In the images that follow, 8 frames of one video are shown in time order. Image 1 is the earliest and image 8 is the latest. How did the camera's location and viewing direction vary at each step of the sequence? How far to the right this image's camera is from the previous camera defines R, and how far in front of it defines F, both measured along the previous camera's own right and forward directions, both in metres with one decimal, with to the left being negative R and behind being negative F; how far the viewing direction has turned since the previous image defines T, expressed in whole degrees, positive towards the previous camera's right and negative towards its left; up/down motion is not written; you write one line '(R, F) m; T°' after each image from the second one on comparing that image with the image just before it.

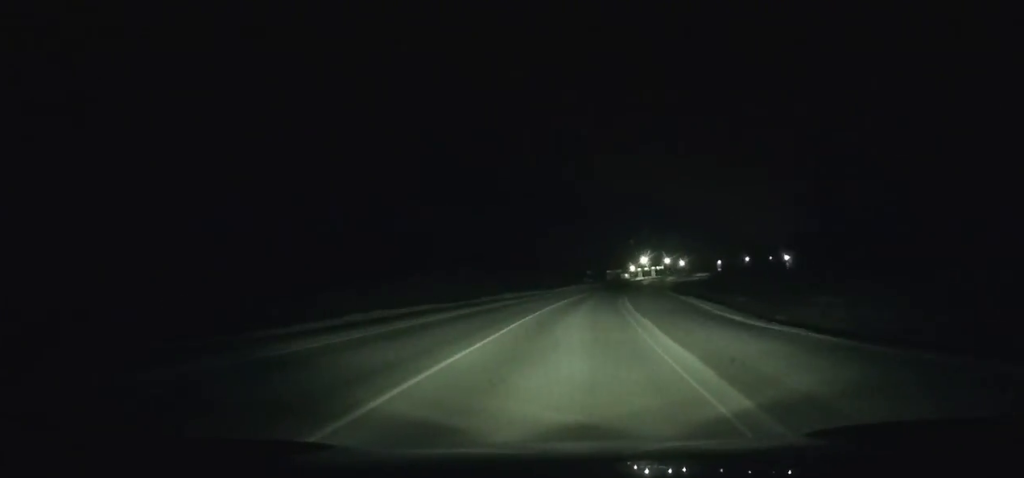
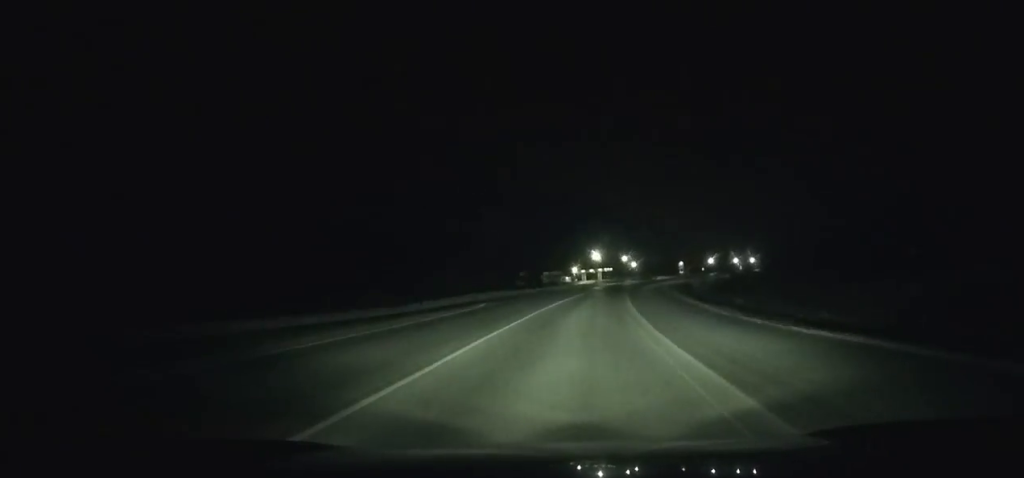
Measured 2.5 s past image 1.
(+3.4, +61.1) m; +6°
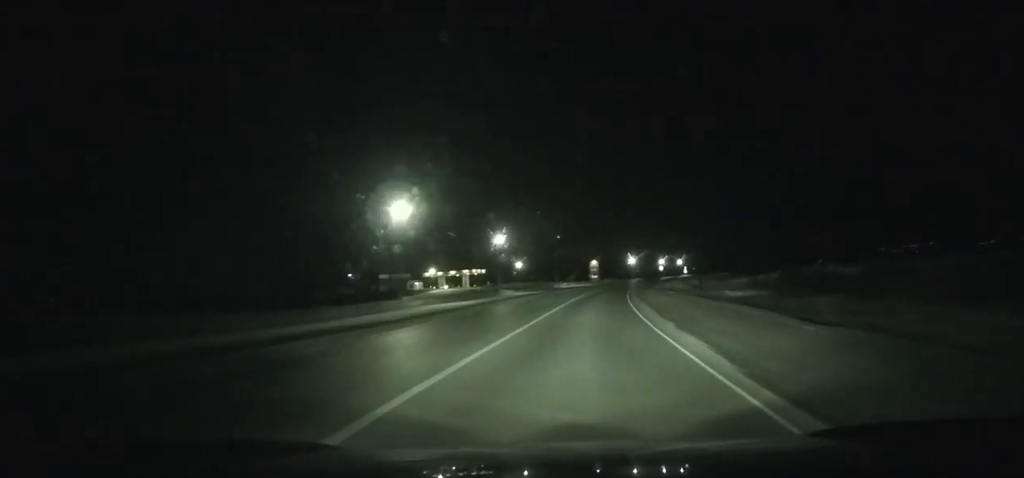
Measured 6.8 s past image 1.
(+8.6, +103.8) m; +10°
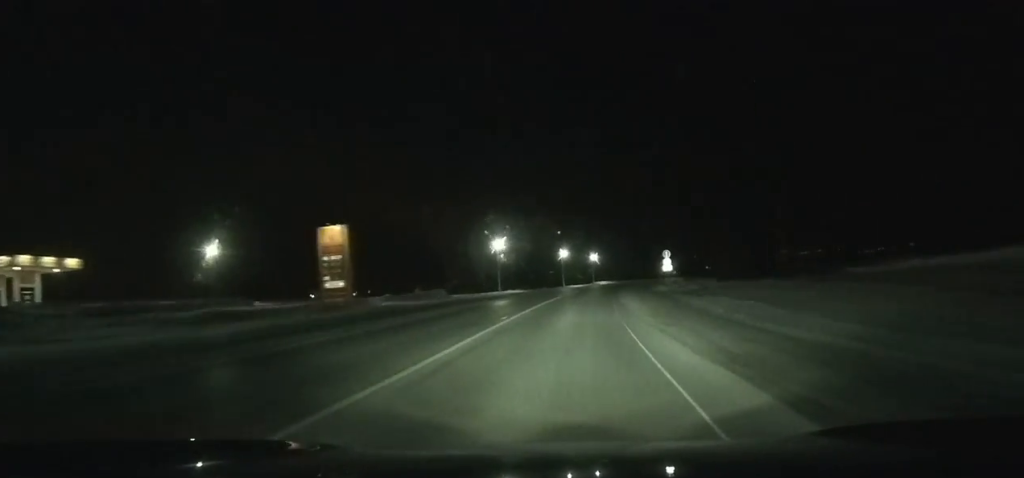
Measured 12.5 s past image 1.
(+13.8, +131.8) m; +11°
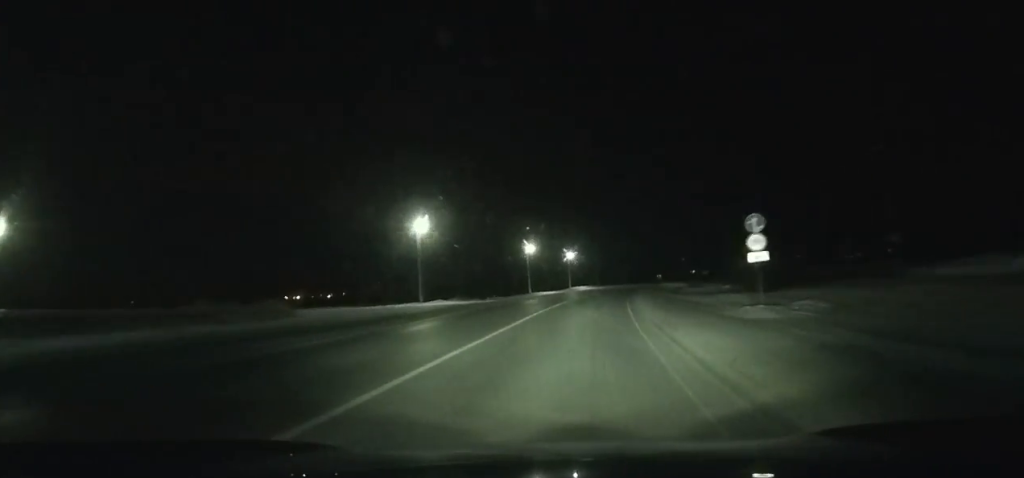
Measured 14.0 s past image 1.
(+1.4, +33.6) m; +3°
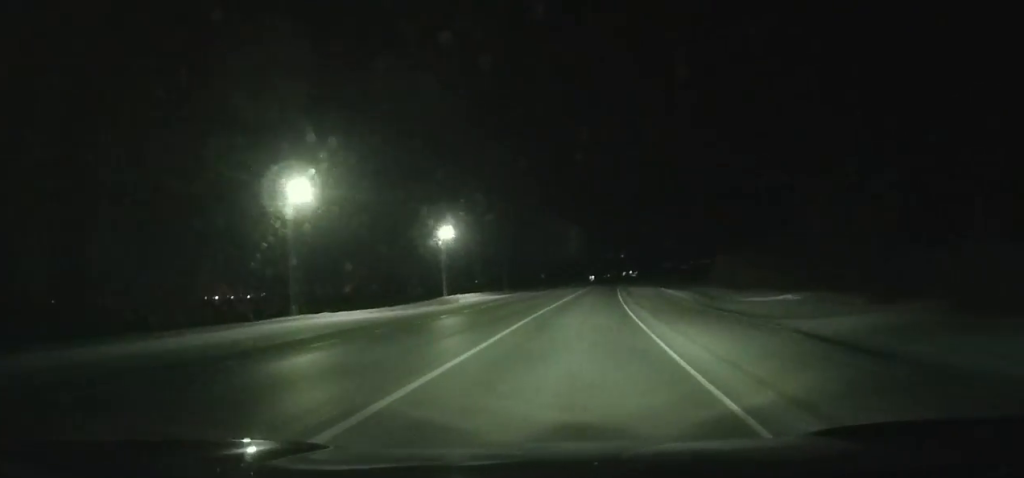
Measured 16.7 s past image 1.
(+2.8, +59.6) m; +5°
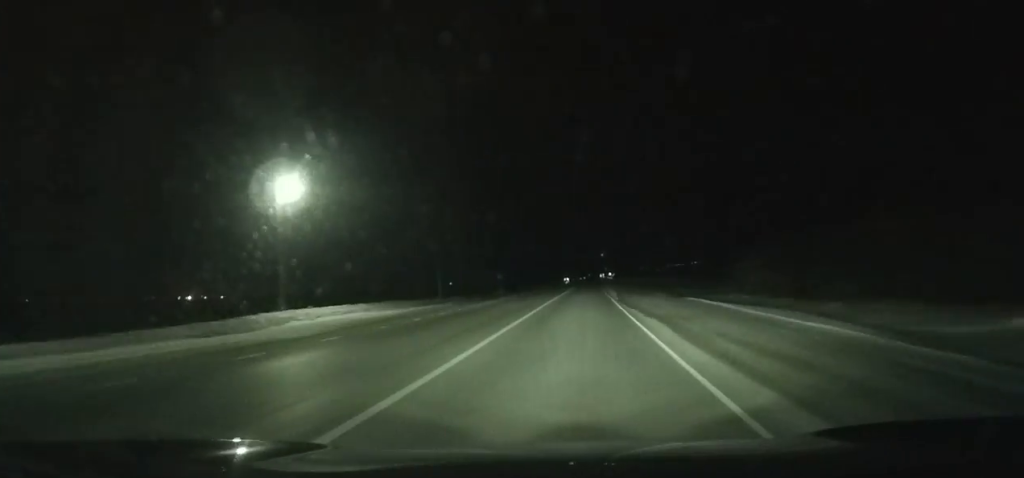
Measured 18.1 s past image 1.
(+1.0, +30.6) m; +2°
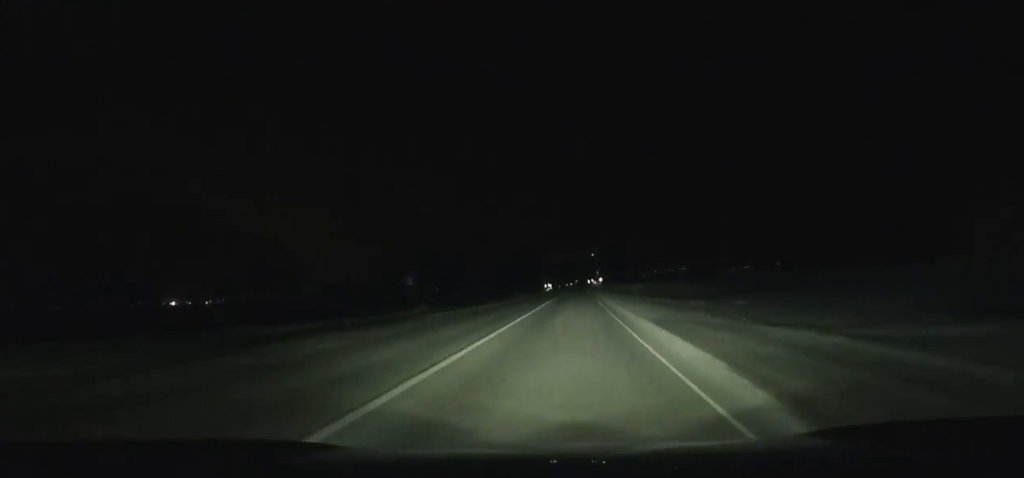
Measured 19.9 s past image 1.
(+0.8, +39.1) m; +1°
